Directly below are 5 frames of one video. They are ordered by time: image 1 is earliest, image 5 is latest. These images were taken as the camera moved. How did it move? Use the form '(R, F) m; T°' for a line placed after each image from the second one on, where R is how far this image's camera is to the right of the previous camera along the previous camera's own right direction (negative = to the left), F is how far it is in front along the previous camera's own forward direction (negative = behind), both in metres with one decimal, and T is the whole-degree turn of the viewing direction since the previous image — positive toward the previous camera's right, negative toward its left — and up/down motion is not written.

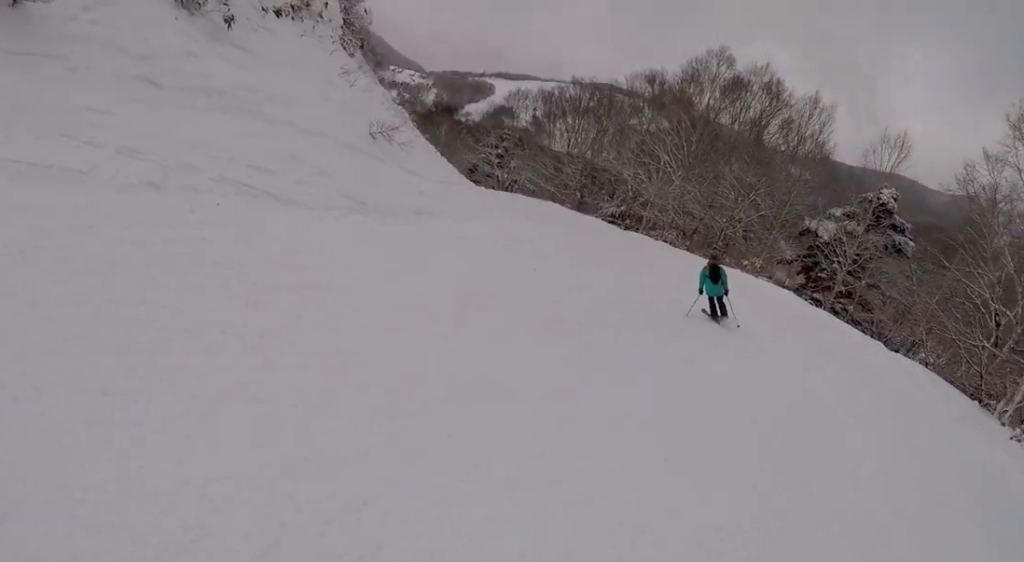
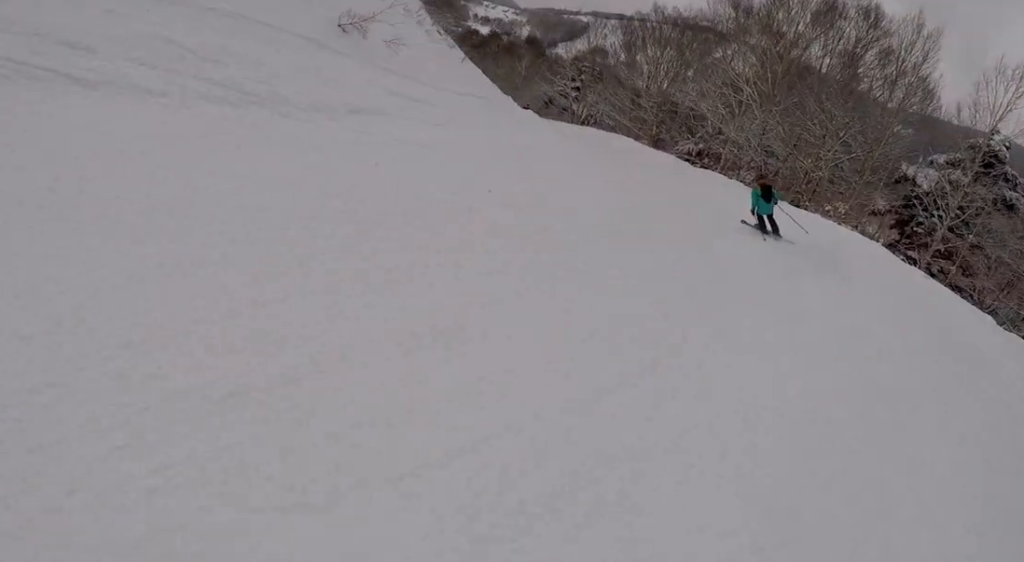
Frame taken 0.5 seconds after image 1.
(-0.3, +3.8) m; -8°
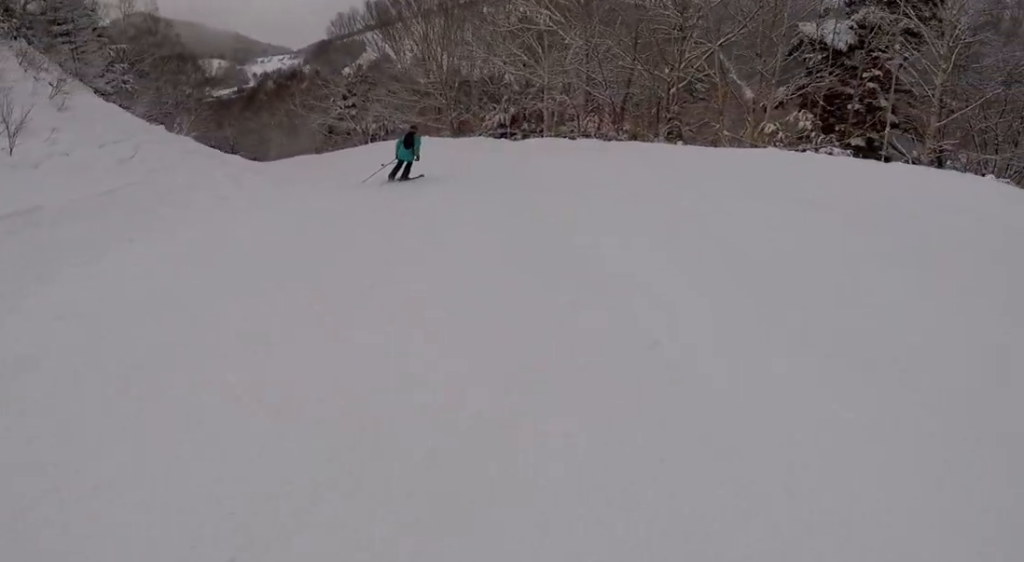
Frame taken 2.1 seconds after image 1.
(0.0, +10.9) m; -1°
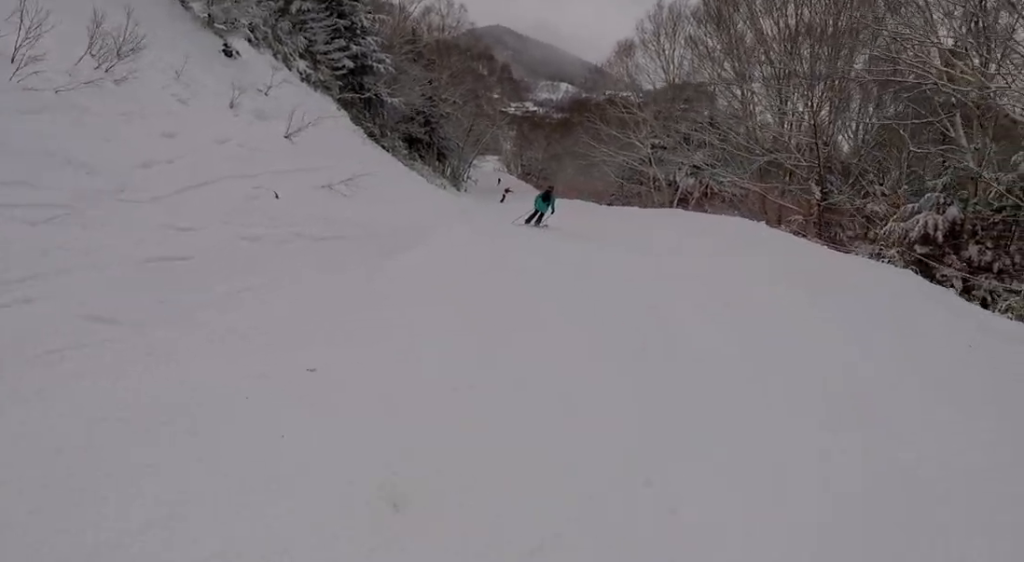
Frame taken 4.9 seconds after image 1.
(-6.7, +19.3) m; -25°
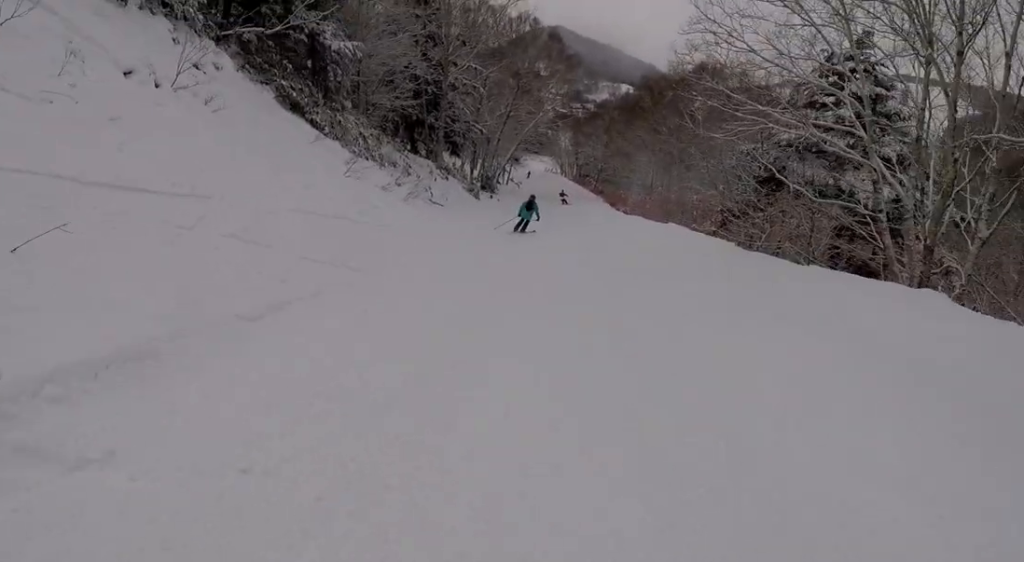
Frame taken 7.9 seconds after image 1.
(-3.2, +23.4) m; -11°
